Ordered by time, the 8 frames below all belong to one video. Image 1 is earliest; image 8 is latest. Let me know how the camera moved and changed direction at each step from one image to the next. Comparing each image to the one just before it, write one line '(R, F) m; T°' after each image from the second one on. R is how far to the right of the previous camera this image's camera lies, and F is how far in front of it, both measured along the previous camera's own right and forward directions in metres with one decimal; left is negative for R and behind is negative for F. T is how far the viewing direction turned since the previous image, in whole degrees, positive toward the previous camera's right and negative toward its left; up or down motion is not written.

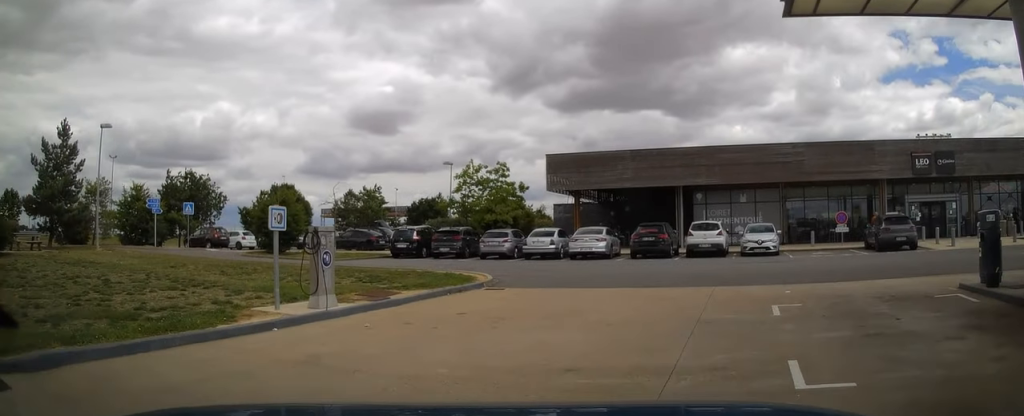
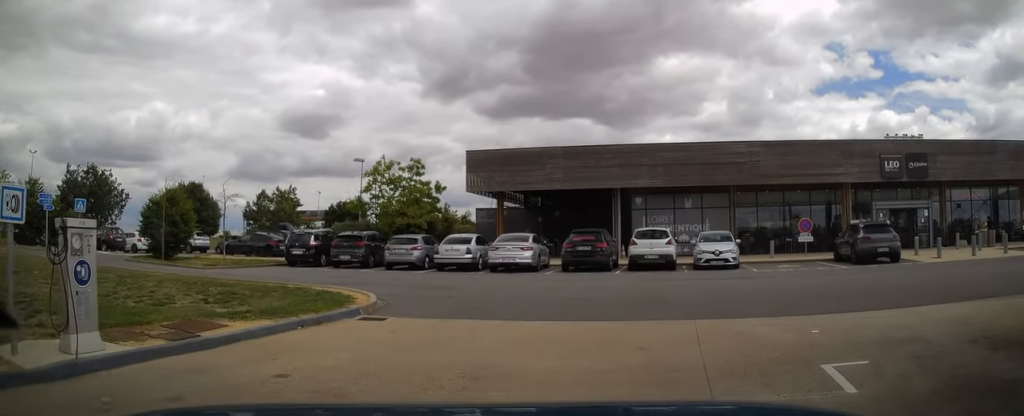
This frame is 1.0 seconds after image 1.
(+0.5, +4.3) m; +9°
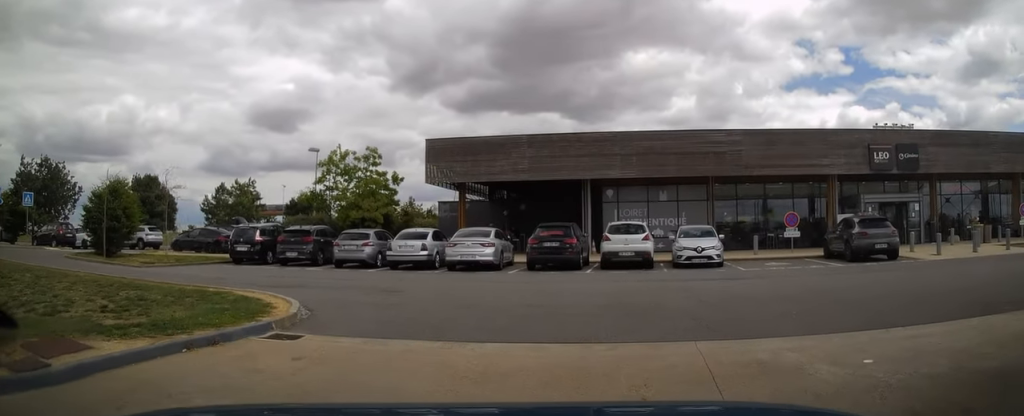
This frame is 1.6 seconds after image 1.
(-0.1, +2.3) m; +3°
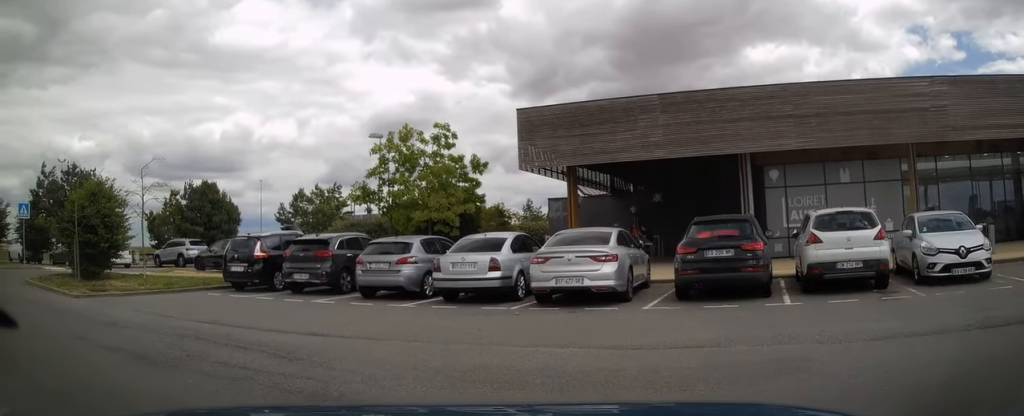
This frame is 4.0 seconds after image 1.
(-0.4, +9.0) m; -18°
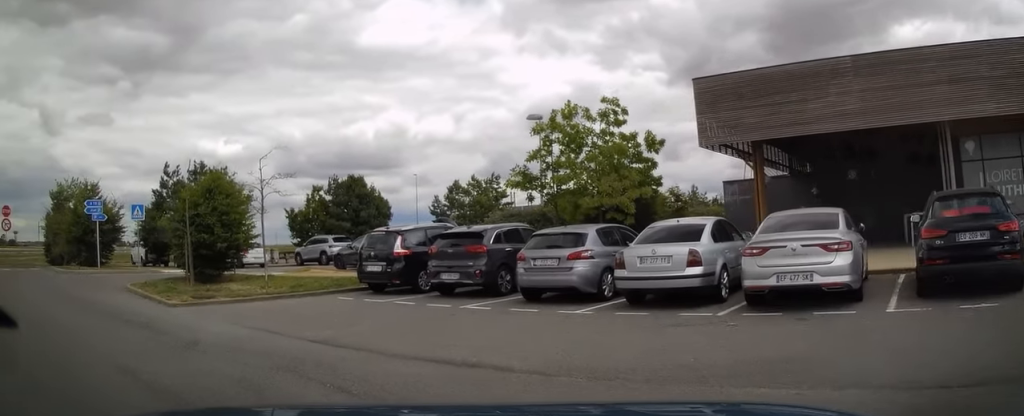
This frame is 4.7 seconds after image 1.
(+0.1, +2.5) m; -14°
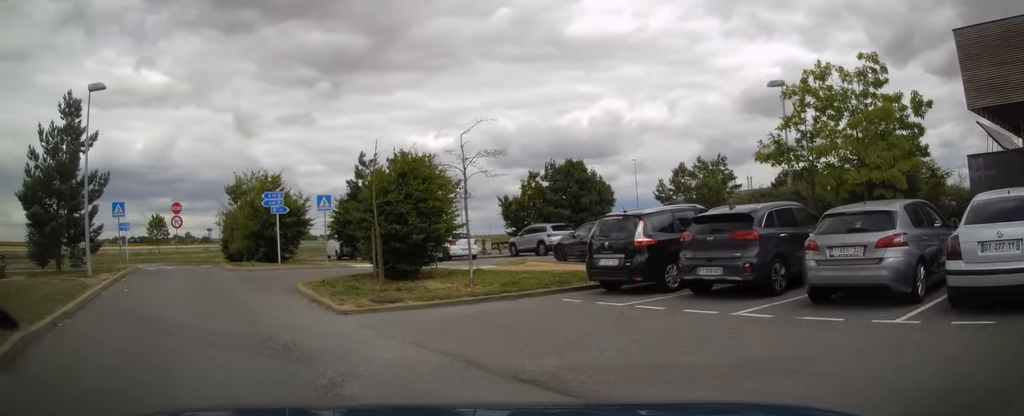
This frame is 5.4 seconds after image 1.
(-0.8, +2.8) m; -21°
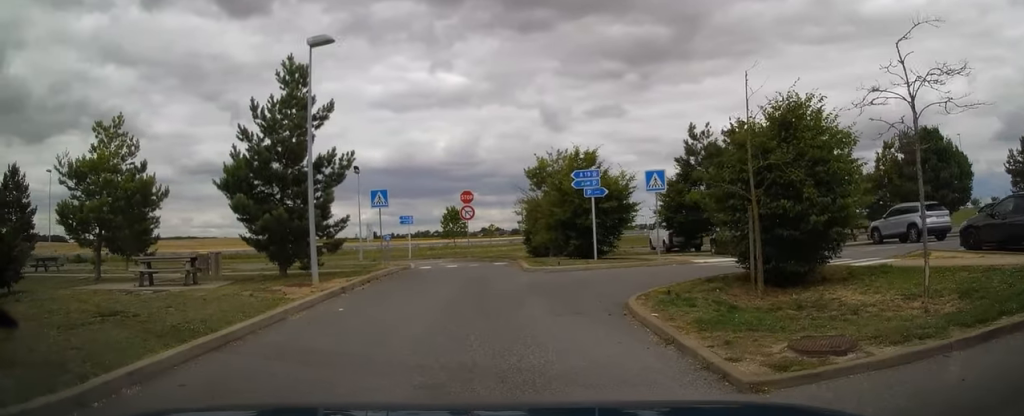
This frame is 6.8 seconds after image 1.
(-1.5, +5.5) m; -24°
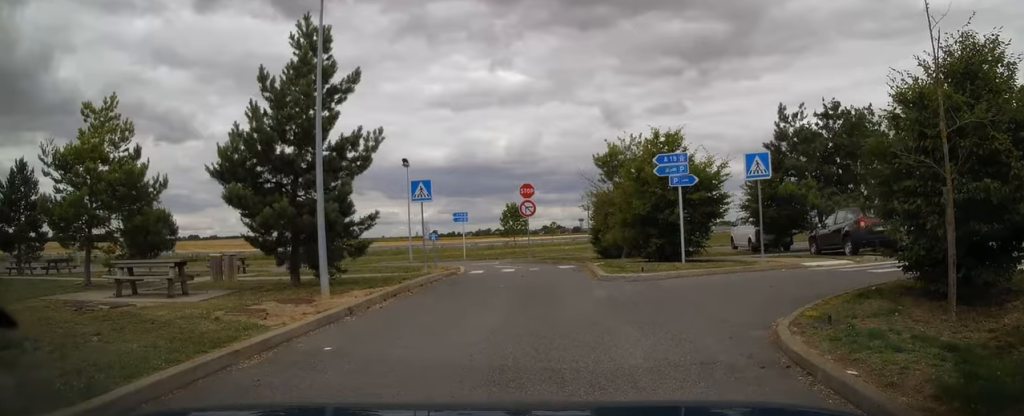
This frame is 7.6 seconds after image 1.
(-0.2, +3.7) m; -4°
